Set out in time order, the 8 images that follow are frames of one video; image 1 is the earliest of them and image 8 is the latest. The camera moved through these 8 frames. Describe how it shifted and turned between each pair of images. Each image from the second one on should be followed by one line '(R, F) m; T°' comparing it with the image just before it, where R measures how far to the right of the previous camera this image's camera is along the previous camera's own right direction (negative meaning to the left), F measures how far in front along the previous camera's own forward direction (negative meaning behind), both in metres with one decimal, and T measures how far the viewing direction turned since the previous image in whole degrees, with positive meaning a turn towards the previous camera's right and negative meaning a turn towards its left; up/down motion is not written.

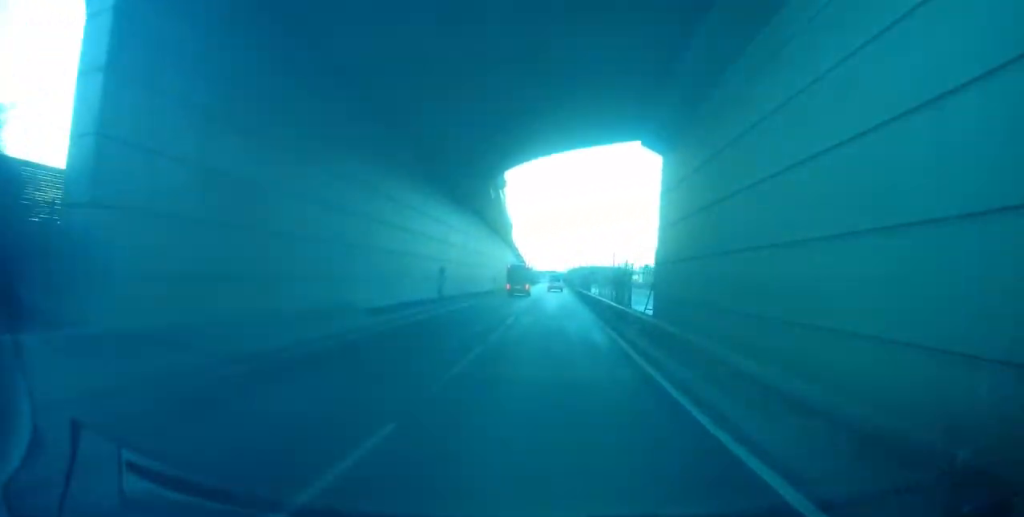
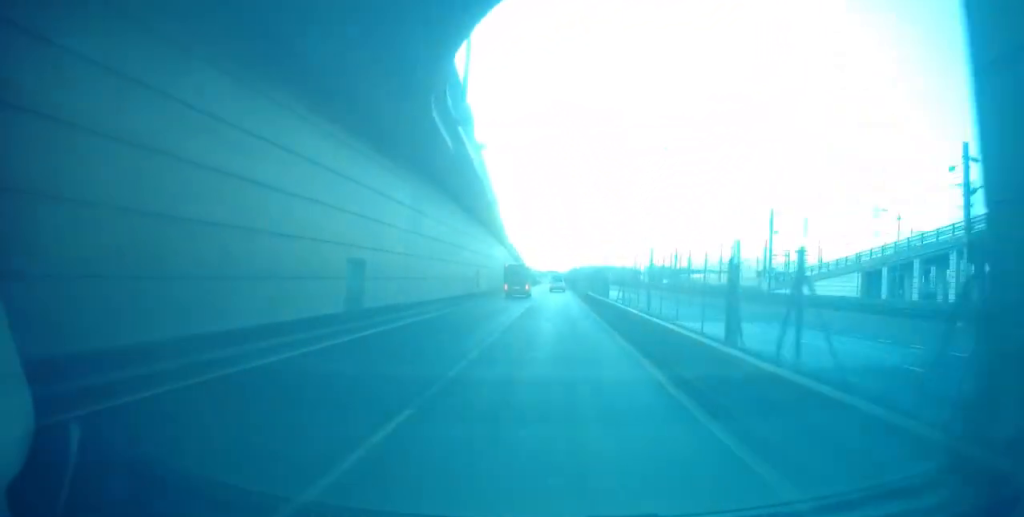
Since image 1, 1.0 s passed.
(+0.3, +16.5) m; 0°
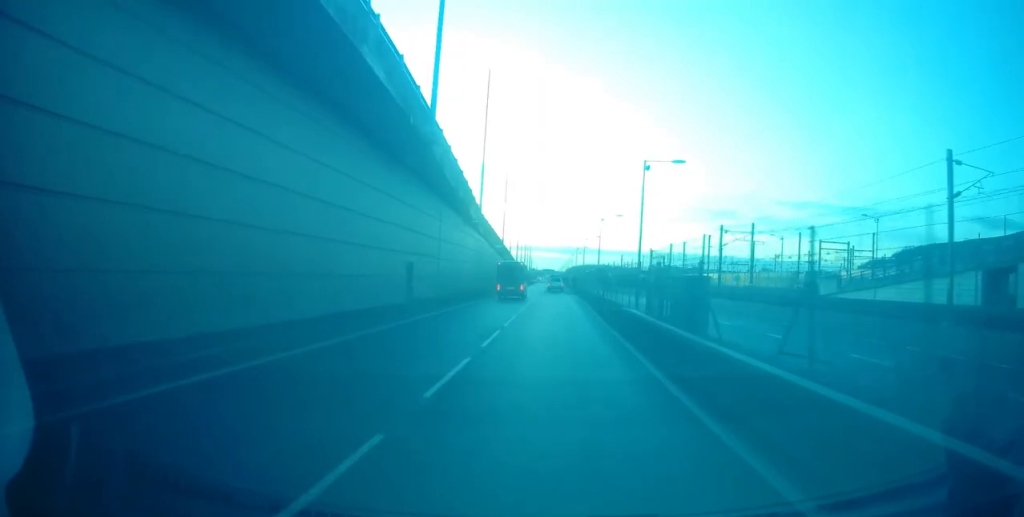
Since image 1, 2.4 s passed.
(-0.3, +24.1) m; +1°
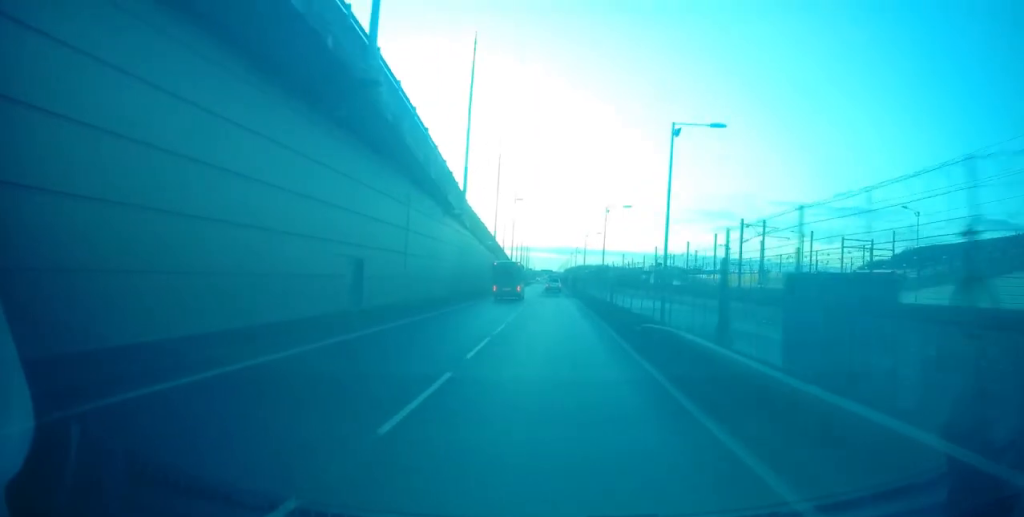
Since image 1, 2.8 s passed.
(+0.2, +7.6) m; +1°
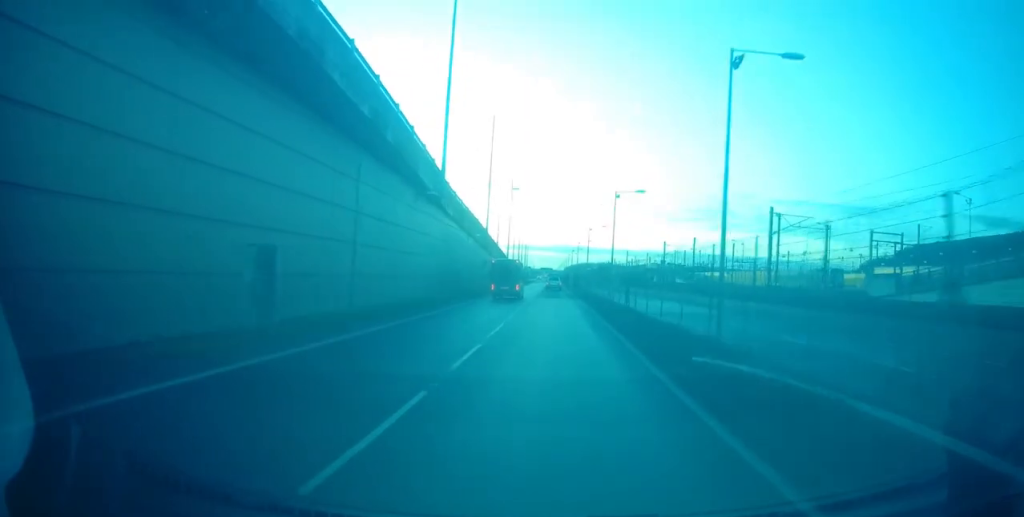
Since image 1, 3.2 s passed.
(+0.1, +7.6) m; +1°
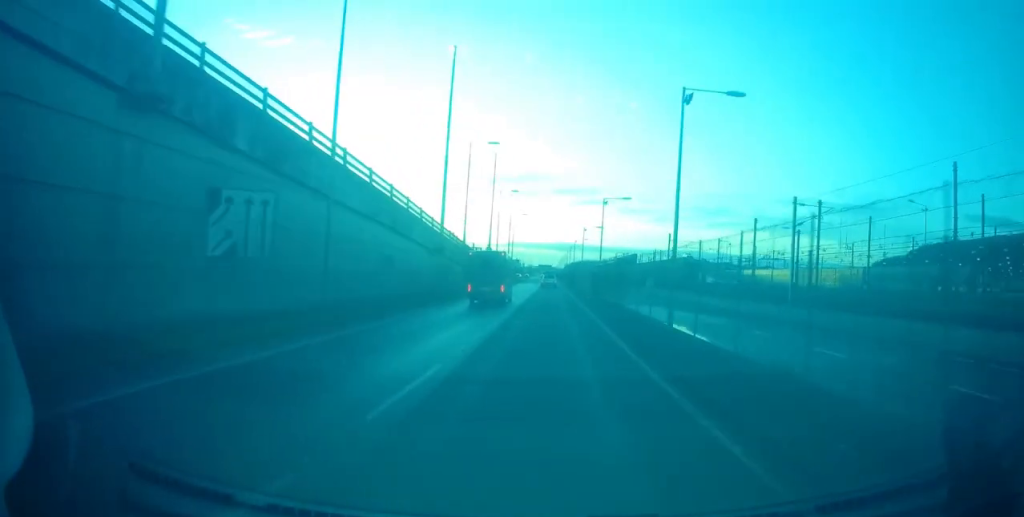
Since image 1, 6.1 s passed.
(0.0, +50.4) m; 0°
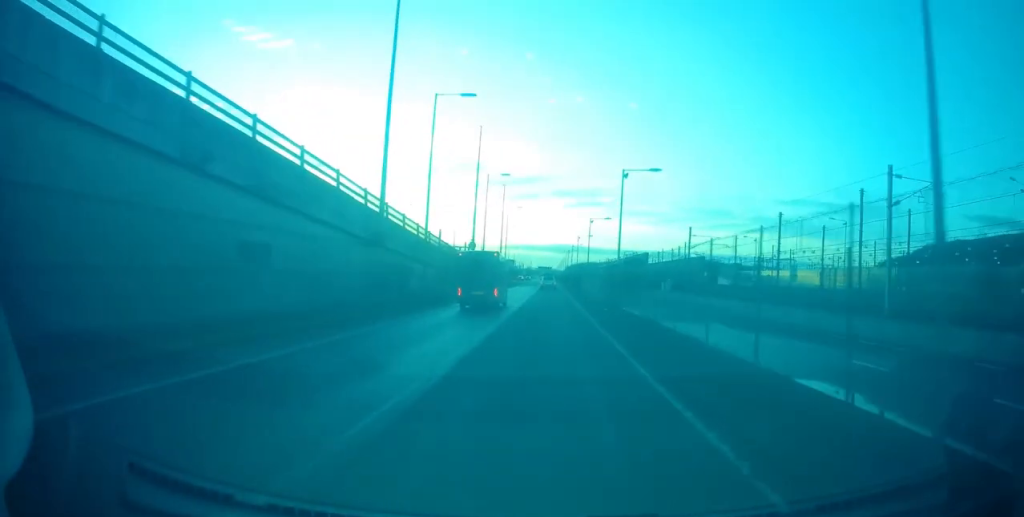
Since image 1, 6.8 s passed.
(0.0, +13.2) m; 0°
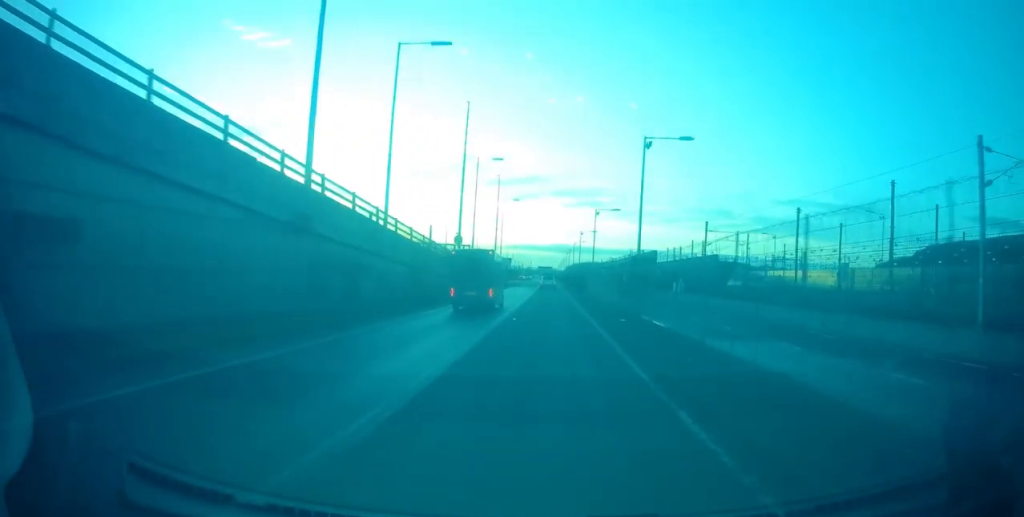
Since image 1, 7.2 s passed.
(0.0, +7.8) m; 0°
